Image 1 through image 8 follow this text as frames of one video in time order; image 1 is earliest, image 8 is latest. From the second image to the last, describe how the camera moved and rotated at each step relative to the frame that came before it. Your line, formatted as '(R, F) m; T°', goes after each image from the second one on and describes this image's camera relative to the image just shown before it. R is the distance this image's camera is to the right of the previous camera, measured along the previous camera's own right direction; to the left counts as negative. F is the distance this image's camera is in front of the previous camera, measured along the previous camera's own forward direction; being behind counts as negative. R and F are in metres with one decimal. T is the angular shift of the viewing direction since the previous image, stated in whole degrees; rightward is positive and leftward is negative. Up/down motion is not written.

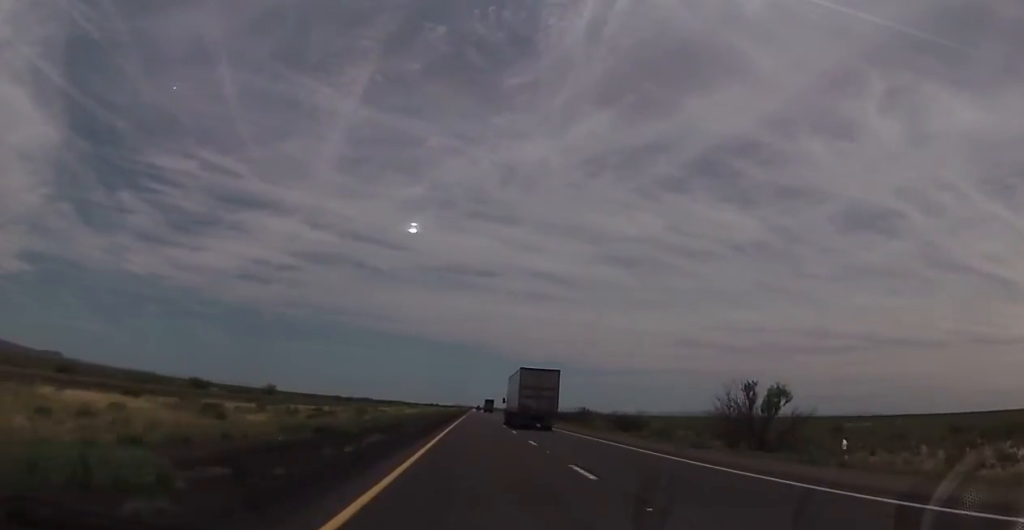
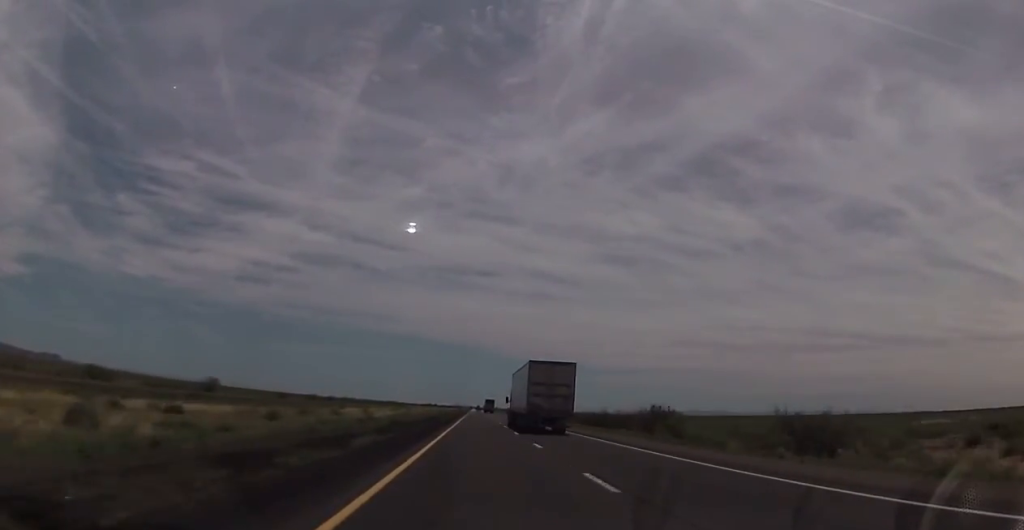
(-0.3, +38.2) m; -1°
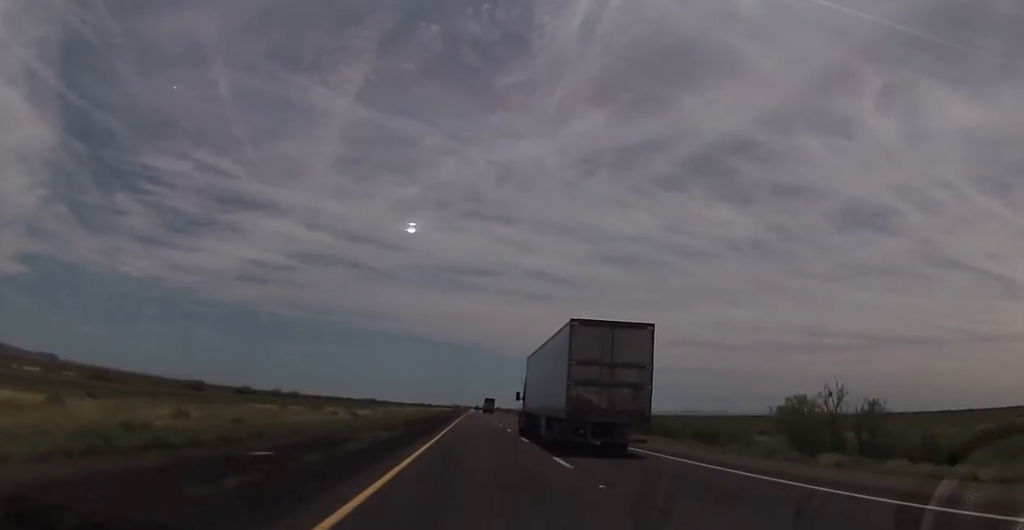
(+1.3, +92.5) m; +1°
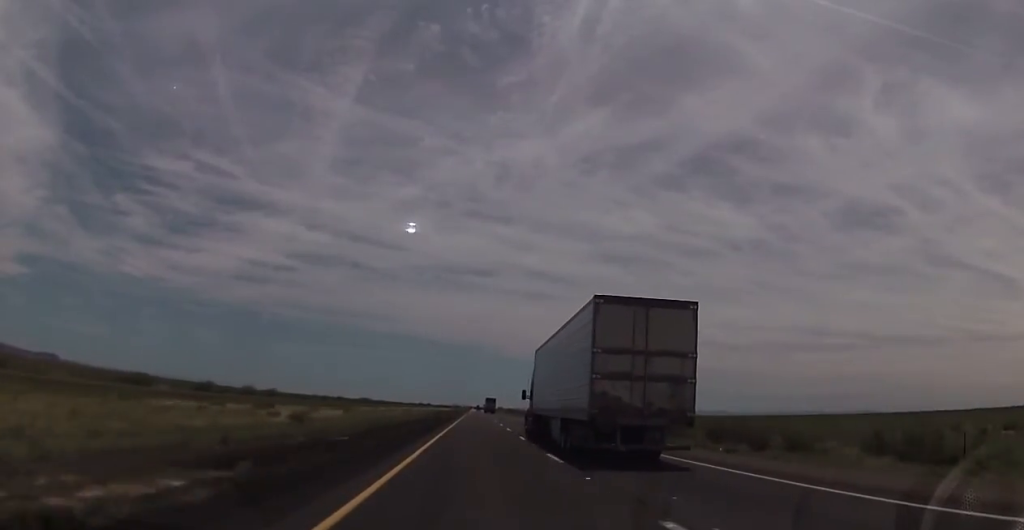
(-0.2, +22.8) m; 0°
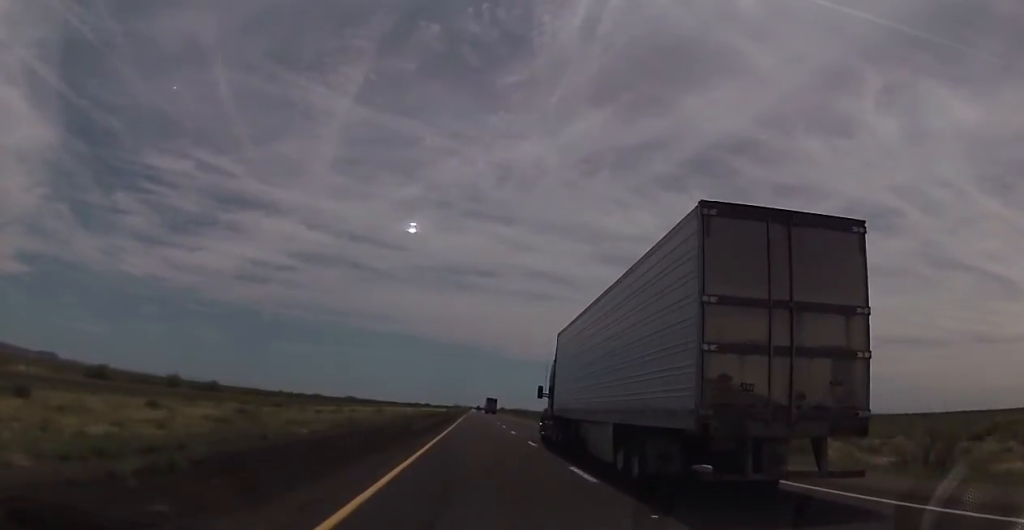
(-0.1, +40.8) m; -1°
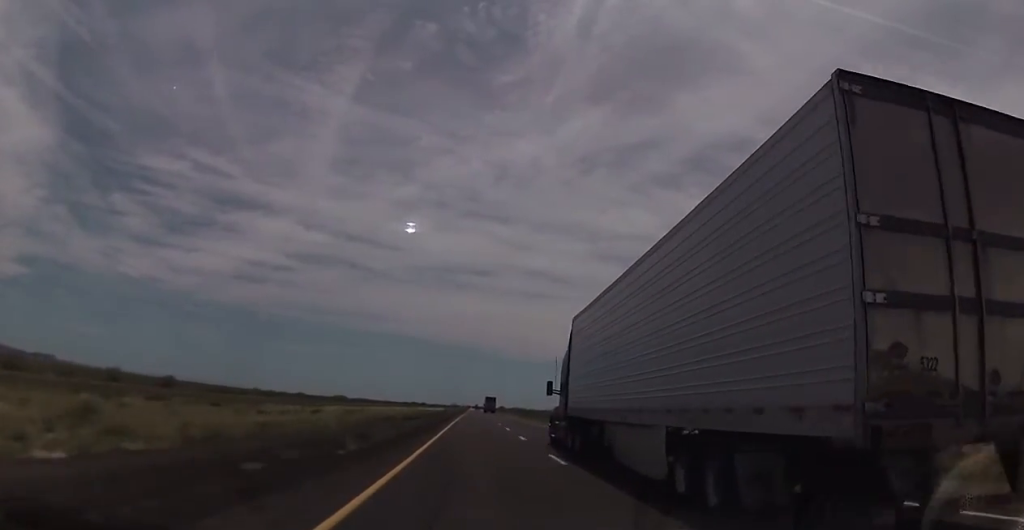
(-0.1, +20.4) m; 0°
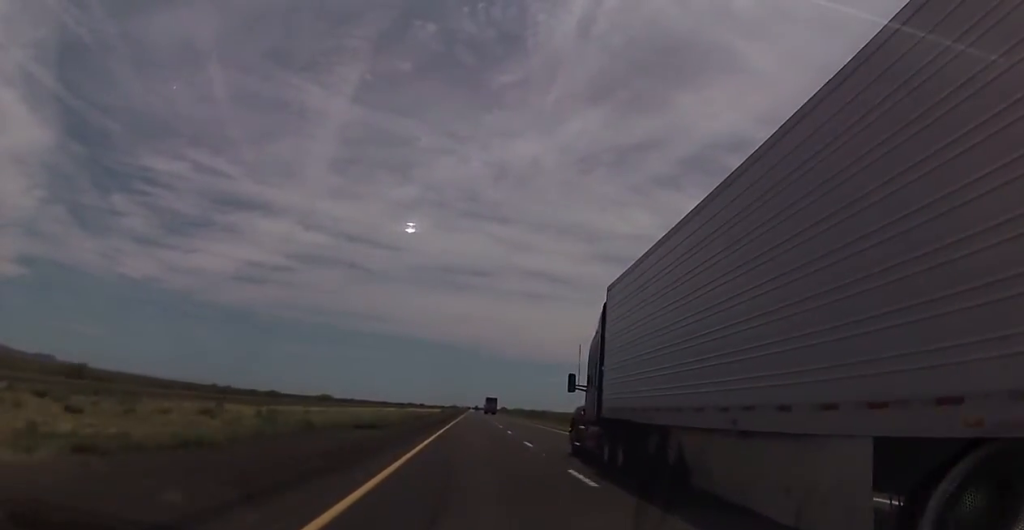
(-0.1, +28.8) m; 0°
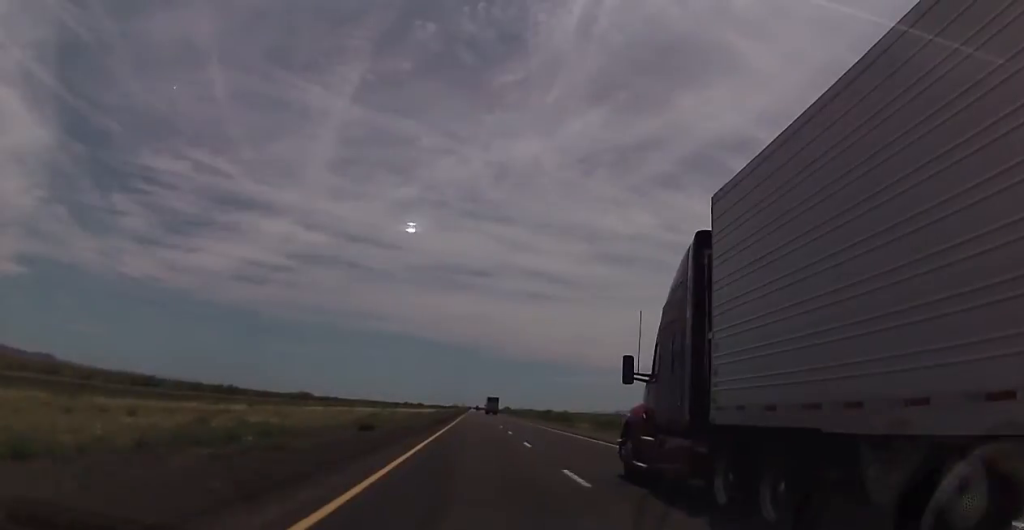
(+0.2, +36.1) m; +1°
